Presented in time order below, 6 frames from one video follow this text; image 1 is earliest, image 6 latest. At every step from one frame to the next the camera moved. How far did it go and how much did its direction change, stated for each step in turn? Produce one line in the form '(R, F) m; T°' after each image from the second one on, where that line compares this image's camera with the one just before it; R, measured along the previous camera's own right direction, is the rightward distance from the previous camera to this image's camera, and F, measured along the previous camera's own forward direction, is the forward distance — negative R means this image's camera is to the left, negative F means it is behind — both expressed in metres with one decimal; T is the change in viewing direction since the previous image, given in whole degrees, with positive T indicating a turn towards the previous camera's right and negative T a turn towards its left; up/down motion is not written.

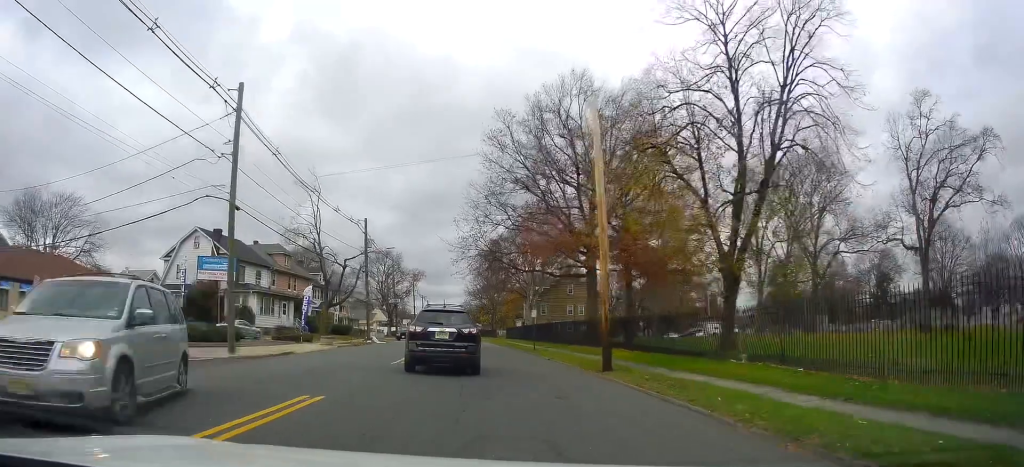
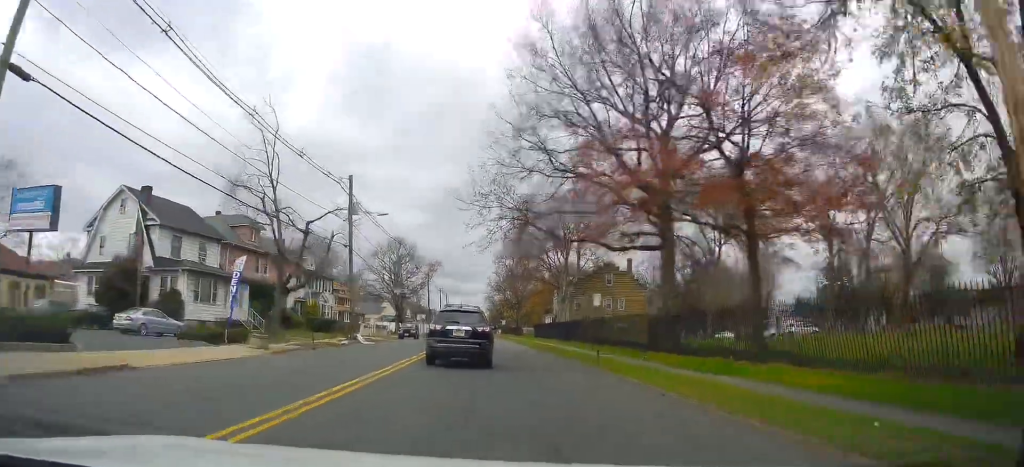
(+0.1, +15.7) m; -1°
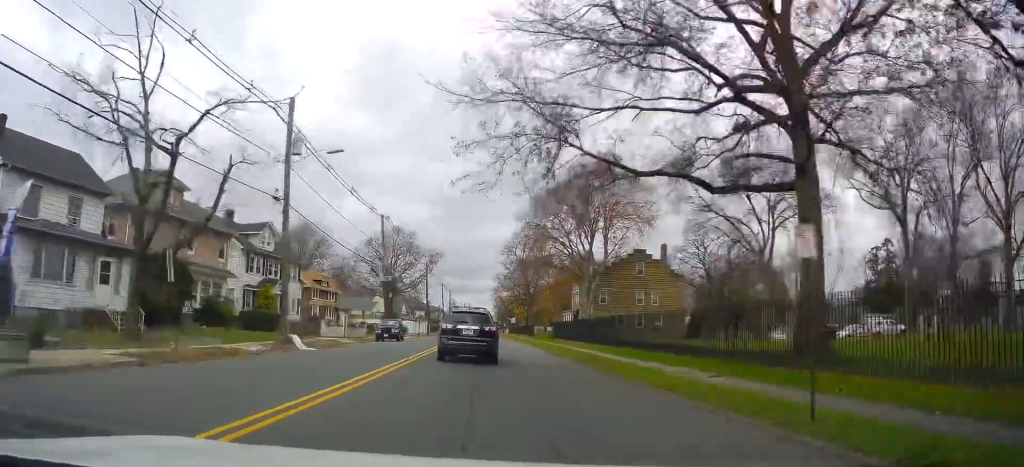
(-0.3, +15.2) m; 0°
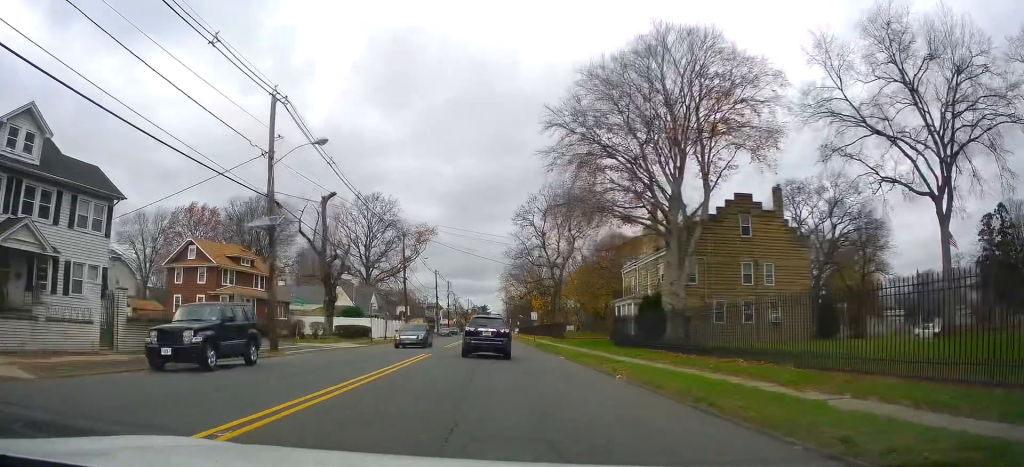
(-0.7, +30.5) m; -2°
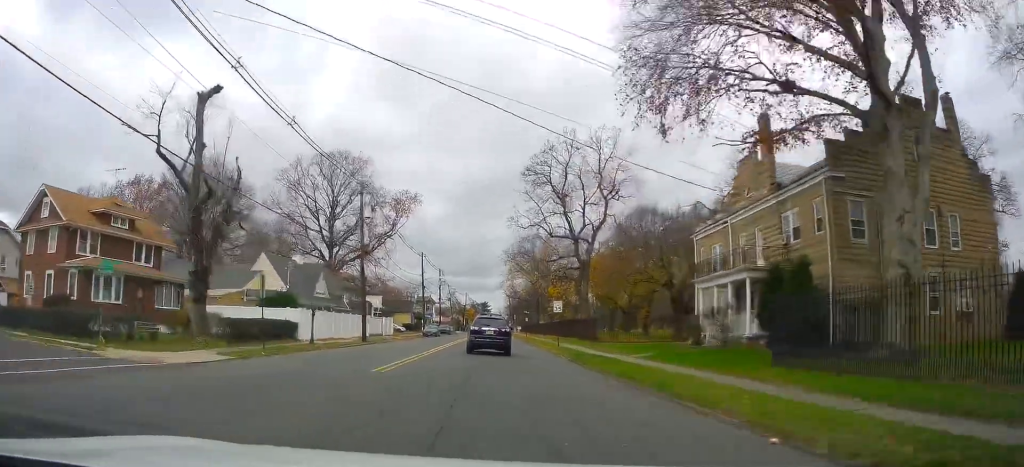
(+0.9, +22.0) m; +2°
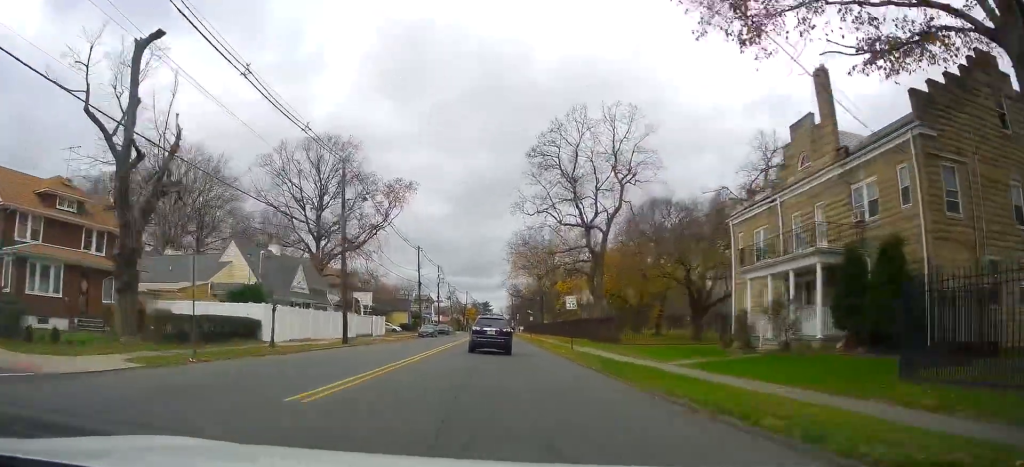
(-0.1, +5.6) m; -1°
